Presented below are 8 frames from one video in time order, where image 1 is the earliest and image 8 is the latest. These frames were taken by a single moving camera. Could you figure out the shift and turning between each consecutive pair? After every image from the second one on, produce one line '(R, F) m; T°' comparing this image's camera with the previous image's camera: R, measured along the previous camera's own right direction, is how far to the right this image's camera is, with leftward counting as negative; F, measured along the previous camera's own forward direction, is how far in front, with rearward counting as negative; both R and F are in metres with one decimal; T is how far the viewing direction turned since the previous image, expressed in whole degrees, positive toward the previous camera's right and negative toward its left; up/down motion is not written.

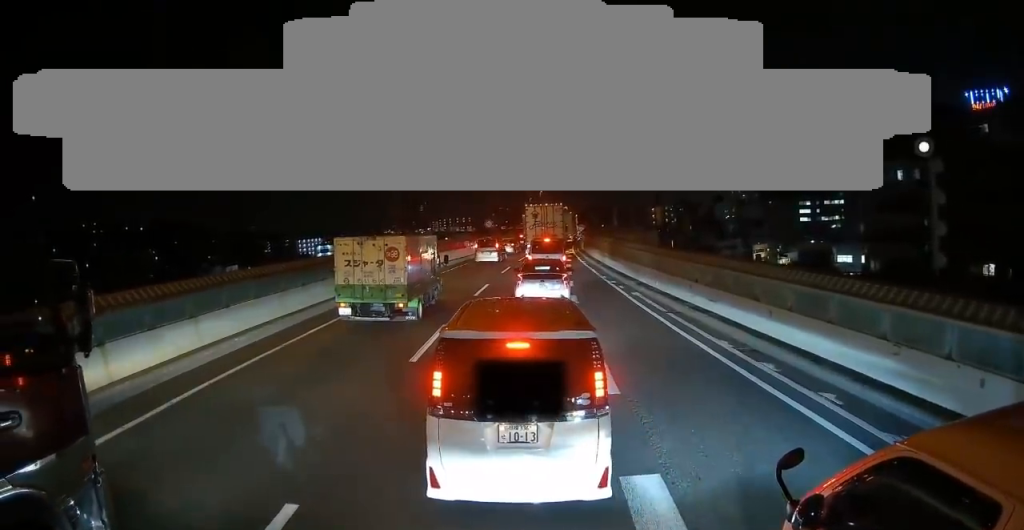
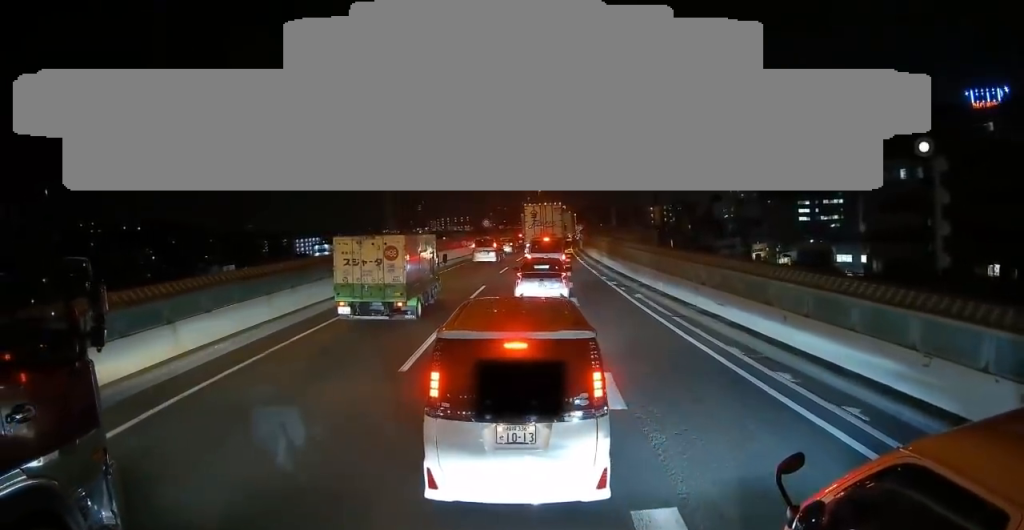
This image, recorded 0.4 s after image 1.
(0.0, +0.9) m; 0°
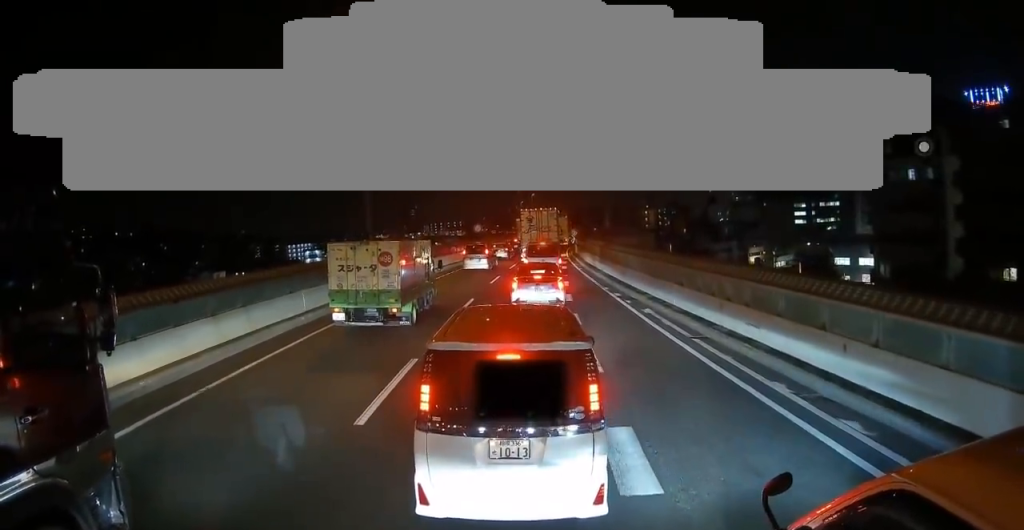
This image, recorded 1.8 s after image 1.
(0.0, +2.9) m; 0°
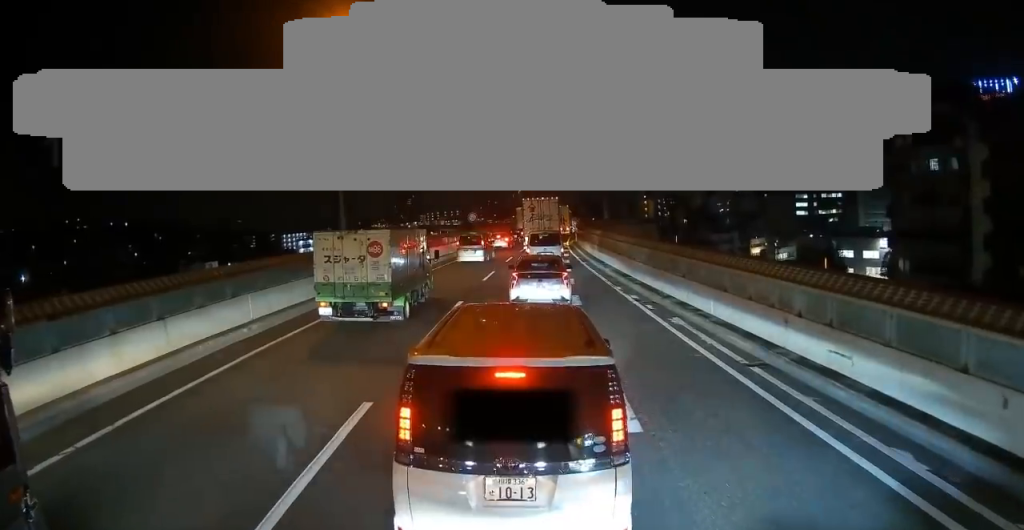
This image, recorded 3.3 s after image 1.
(0.0, +3.4) m; 0°
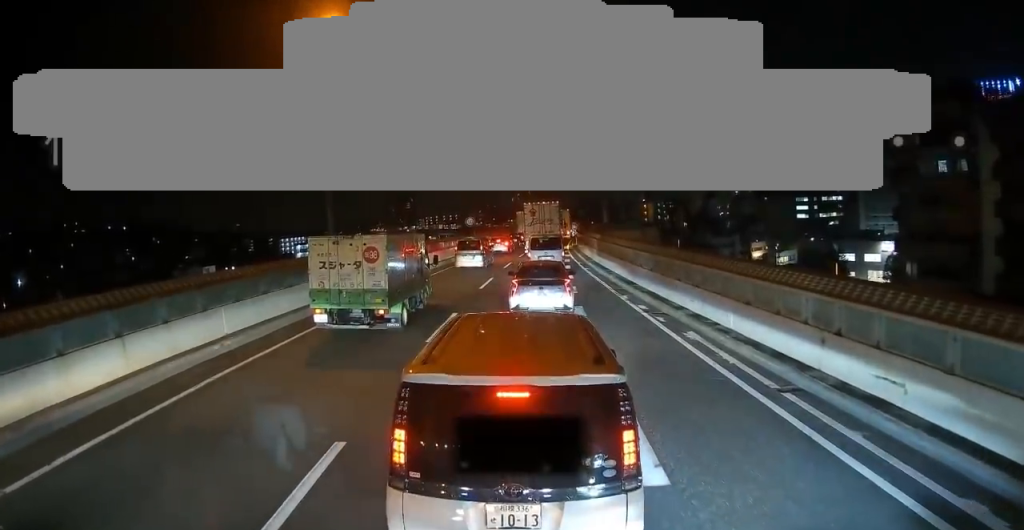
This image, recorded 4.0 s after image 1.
(0.0, +1.3) m; +1°
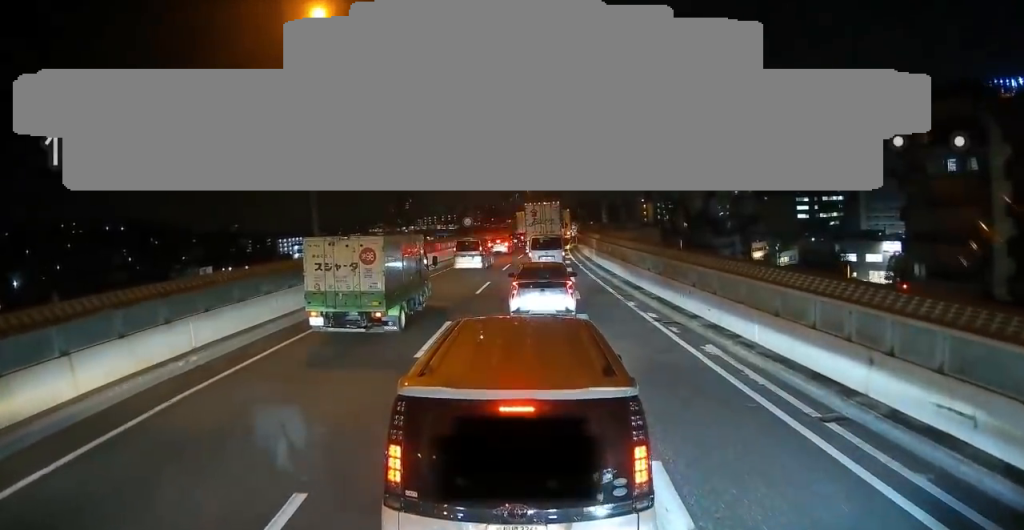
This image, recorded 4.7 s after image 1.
(0.0, +1.3) m; +1°
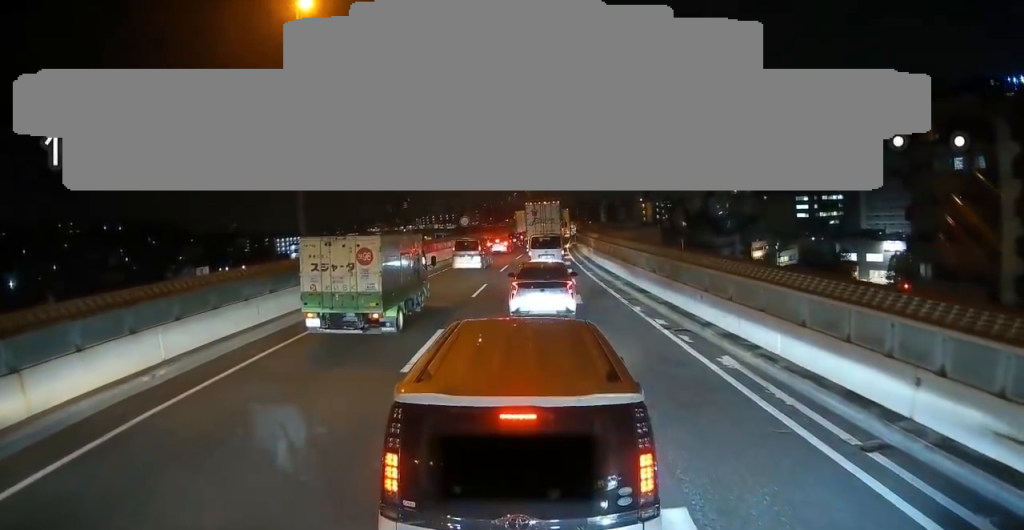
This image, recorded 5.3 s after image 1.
(0.0, +1.1) m; +1°
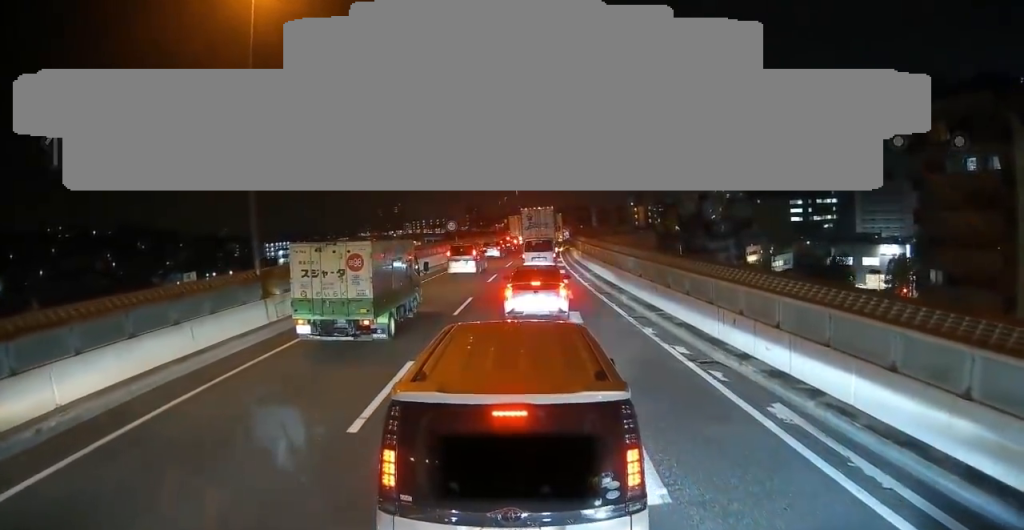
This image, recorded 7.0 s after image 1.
(0.0, +2.9) m; +2°
